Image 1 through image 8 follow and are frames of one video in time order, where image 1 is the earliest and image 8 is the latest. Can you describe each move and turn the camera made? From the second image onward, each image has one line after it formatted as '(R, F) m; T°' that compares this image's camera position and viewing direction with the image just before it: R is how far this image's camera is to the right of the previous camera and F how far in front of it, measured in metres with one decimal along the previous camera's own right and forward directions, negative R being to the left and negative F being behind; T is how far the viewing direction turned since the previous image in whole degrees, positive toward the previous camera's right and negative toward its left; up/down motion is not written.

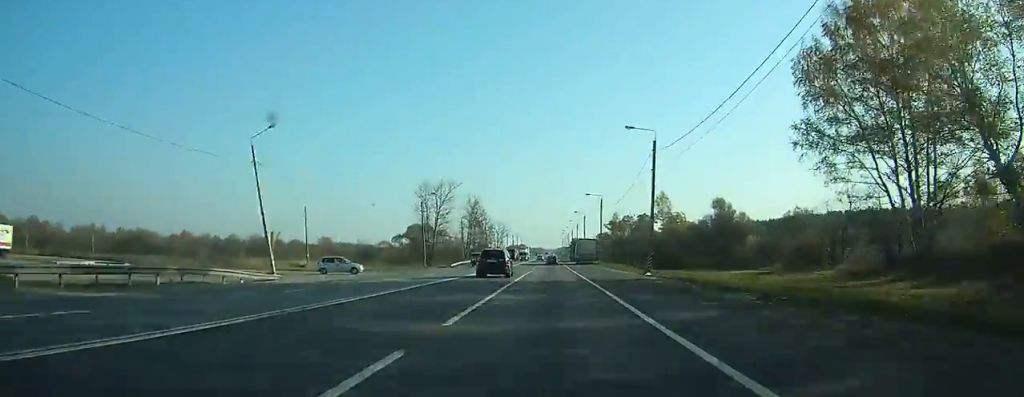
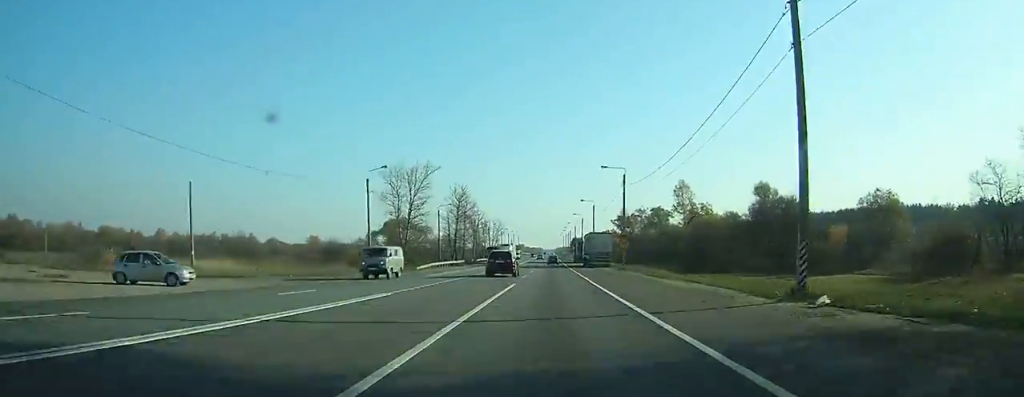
(-0.1, +25.2) m; 0°
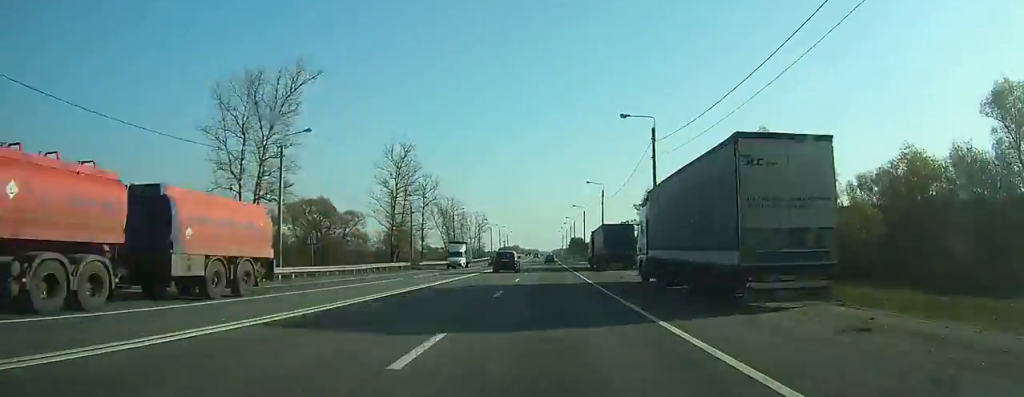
(0.0, +56.0) m; 0°
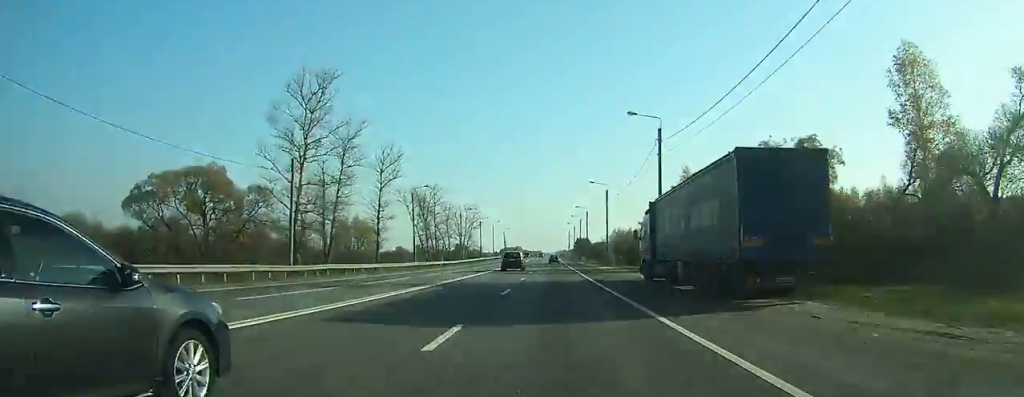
(0.0, +33.6) m; 0°
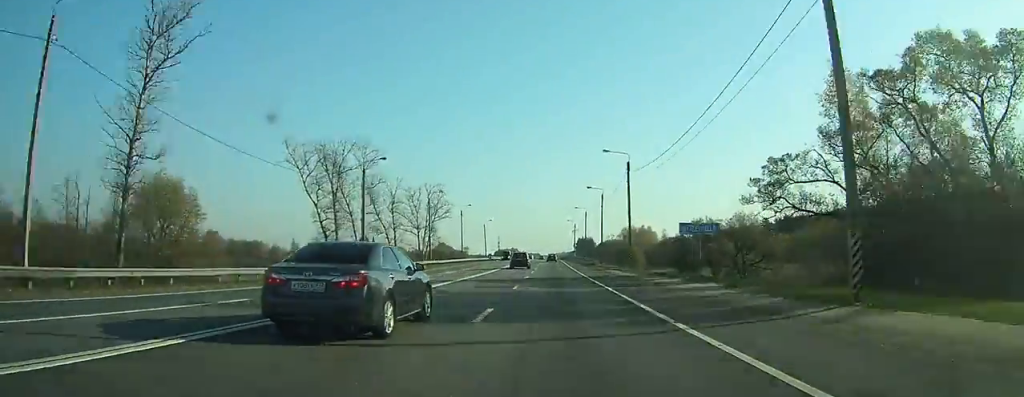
(-0.1, +55.1) m; 0°
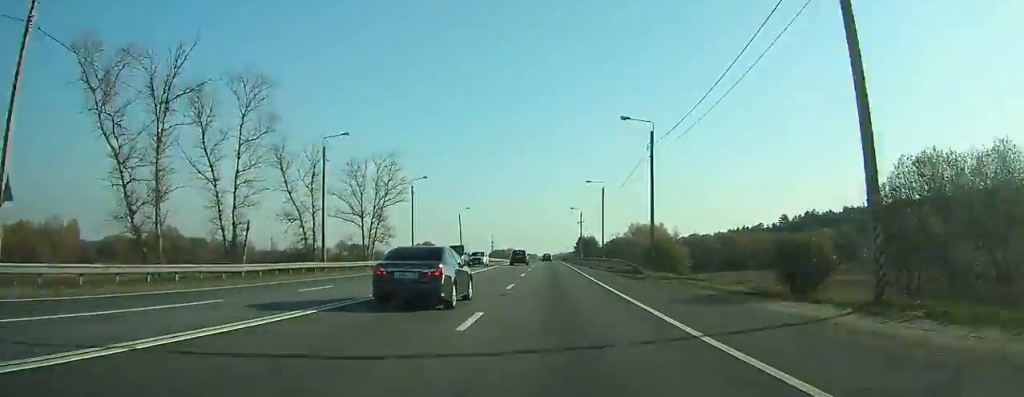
(+0.1, +37.3) m; 0°
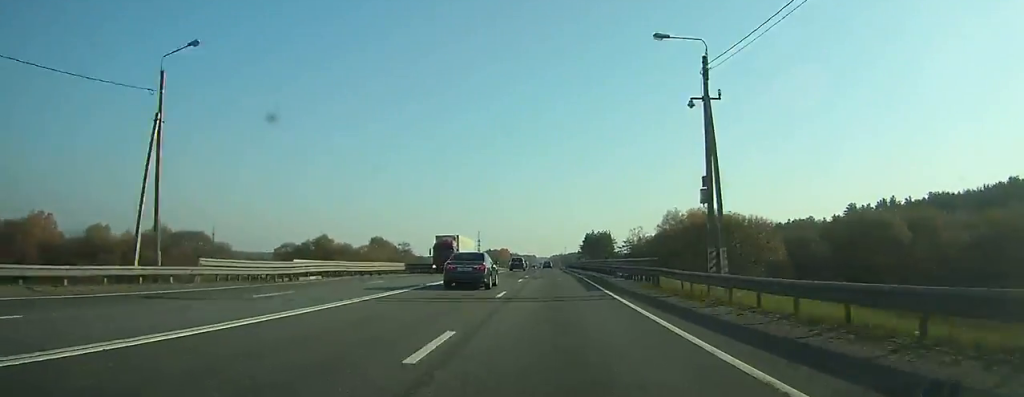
(+0.3, +90.4) m; 0°
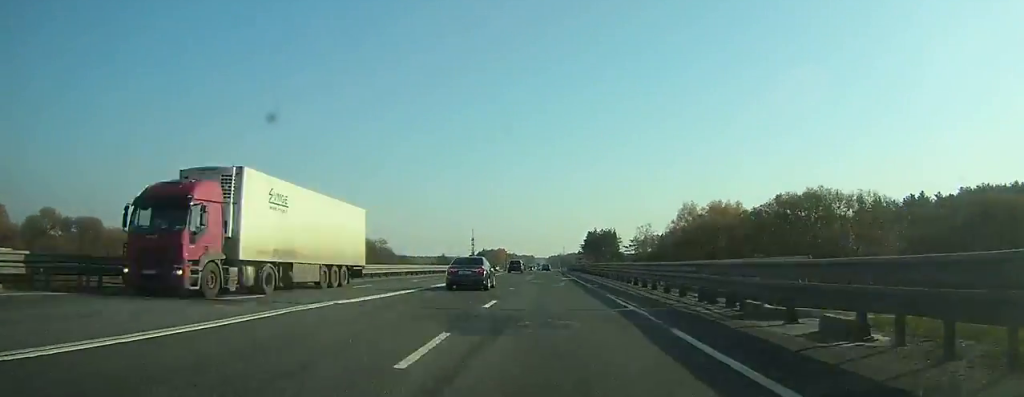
(0.0, +23.9) m; 0°
